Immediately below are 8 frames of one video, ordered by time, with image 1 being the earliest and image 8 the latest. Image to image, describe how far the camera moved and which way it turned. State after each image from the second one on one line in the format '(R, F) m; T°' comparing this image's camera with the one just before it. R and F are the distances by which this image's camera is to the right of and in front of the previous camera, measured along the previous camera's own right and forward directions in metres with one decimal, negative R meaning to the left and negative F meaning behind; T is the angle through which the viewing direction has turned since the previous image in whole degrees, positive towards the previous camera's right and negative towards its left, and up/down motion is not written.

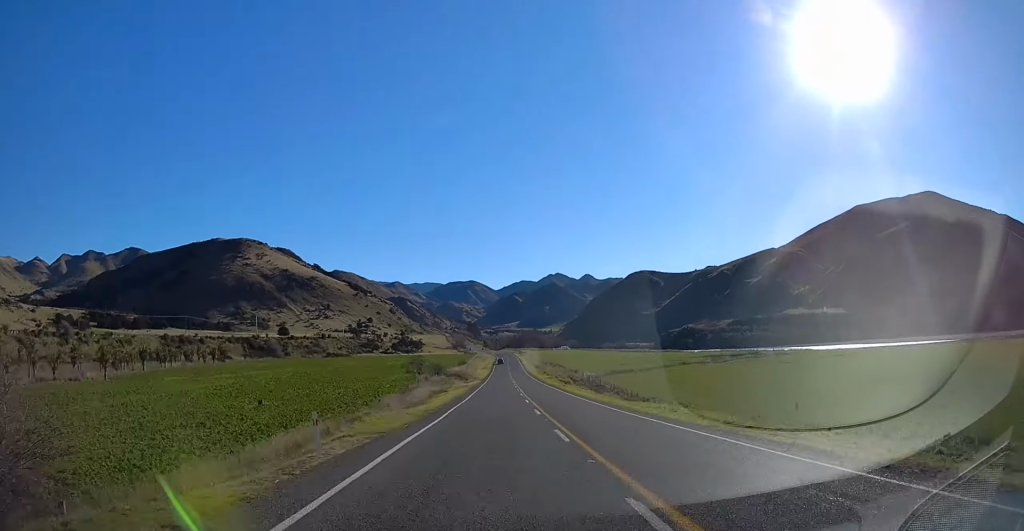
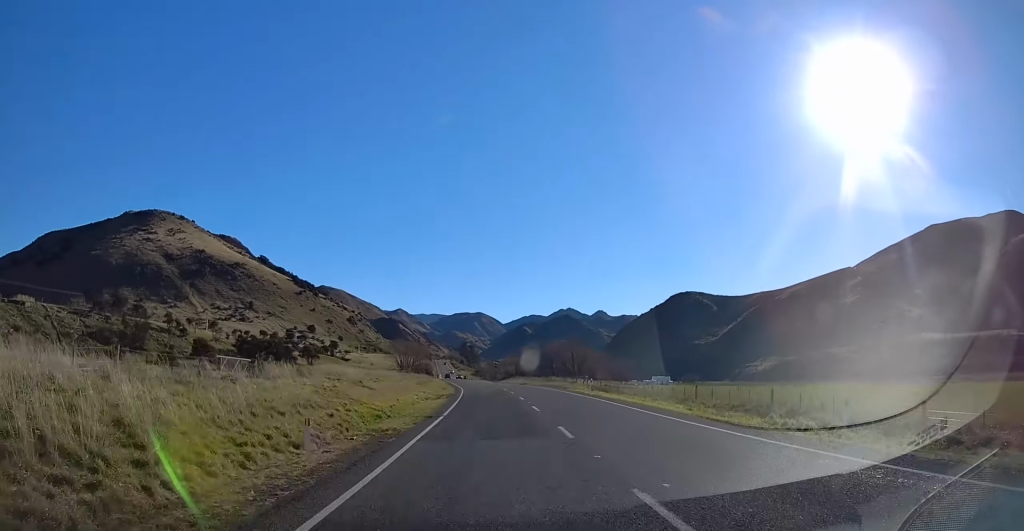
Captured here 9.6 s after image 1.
(+4.9, +258.7) m; -1°
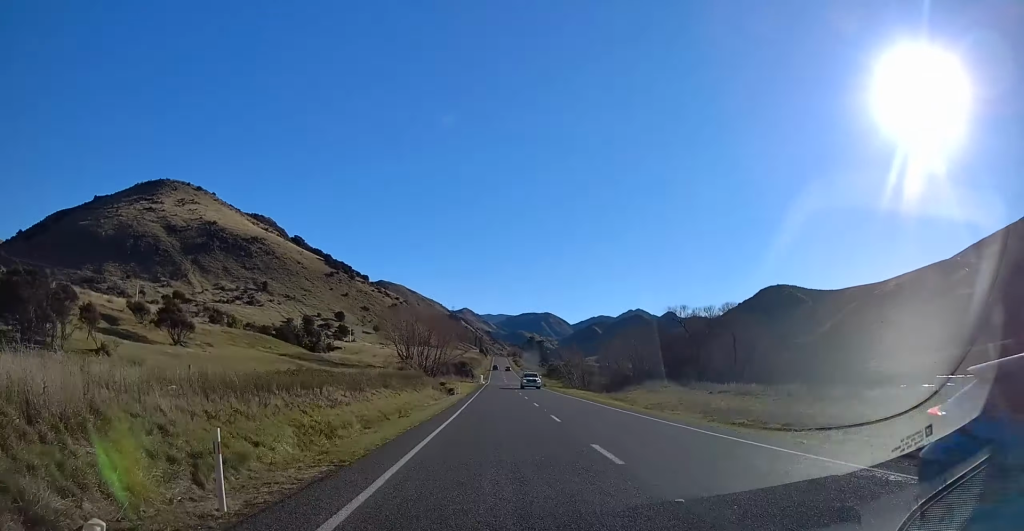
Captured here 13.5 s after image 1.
(-3.3, +103.8) m; -3°
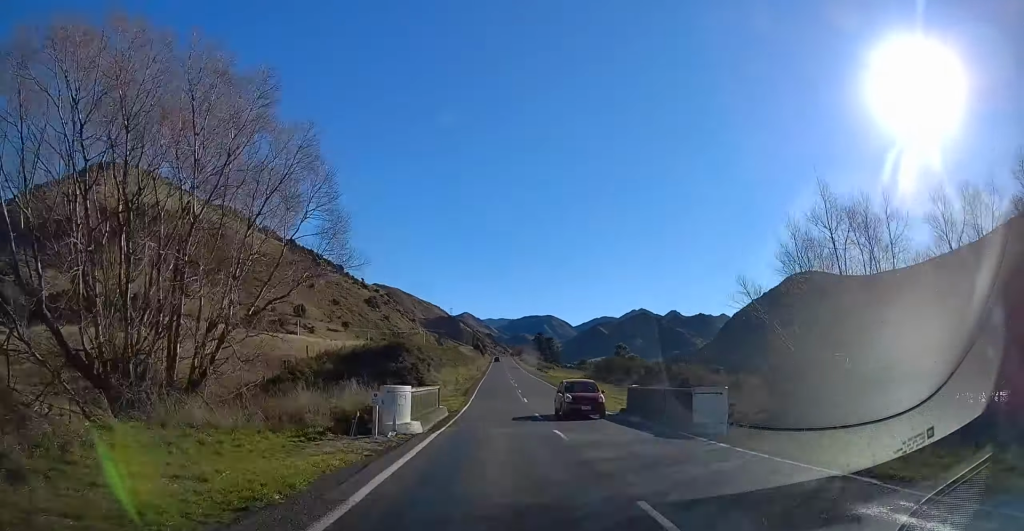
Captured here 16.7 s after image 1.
(-1.8, +85.9) m; -1°
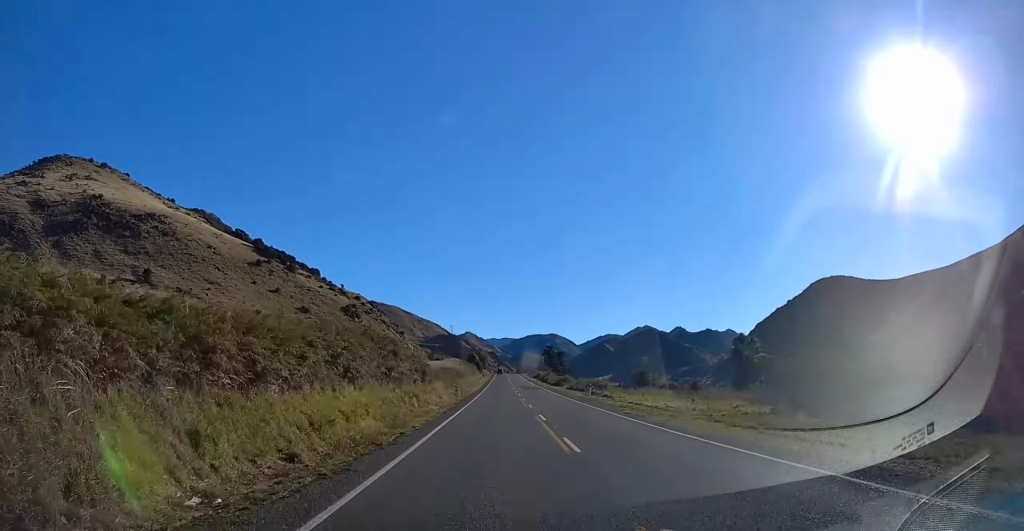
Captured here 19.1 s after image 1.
(-0.2, +64.4) m; 0°
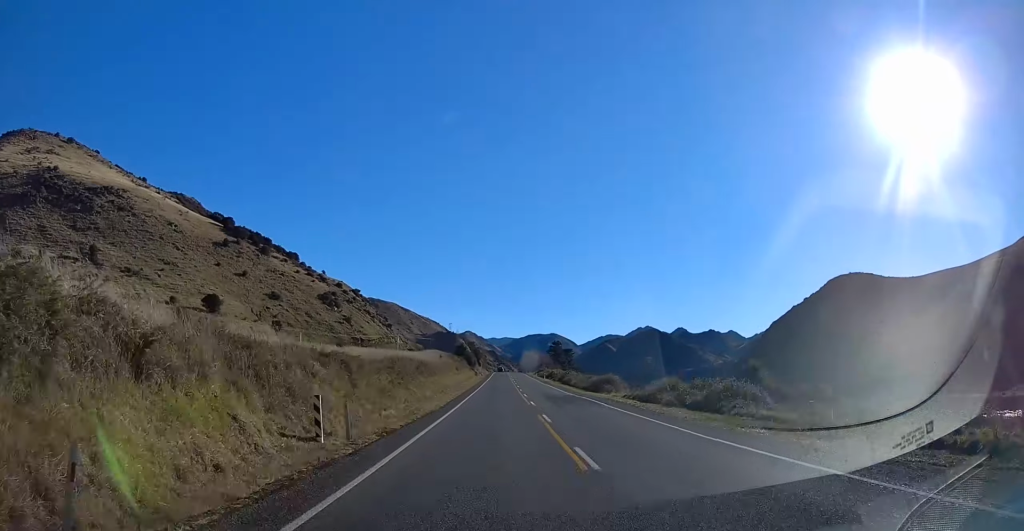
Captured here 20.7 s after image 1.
(+0.1, +42.9) m; 0°
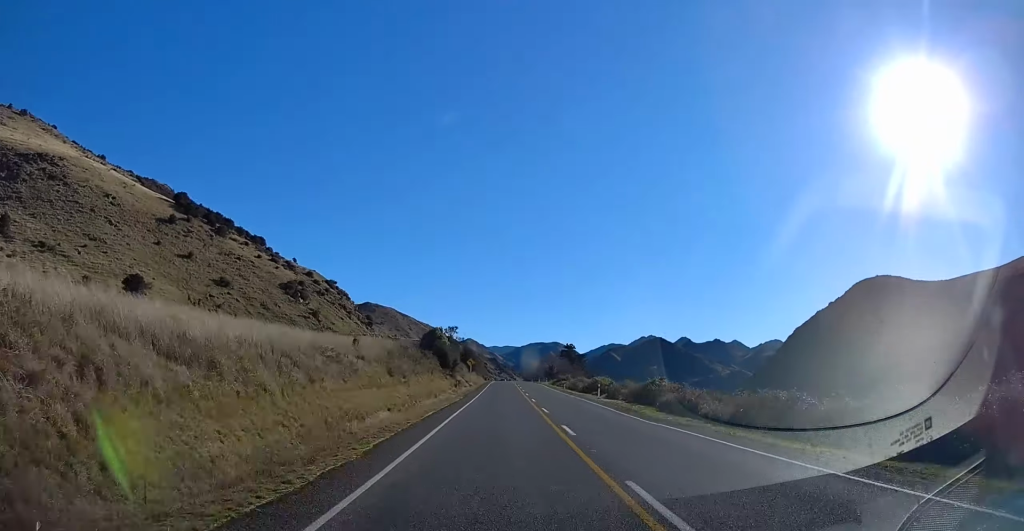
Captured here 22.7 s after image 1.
(-0.2, +53.5) m; 0°
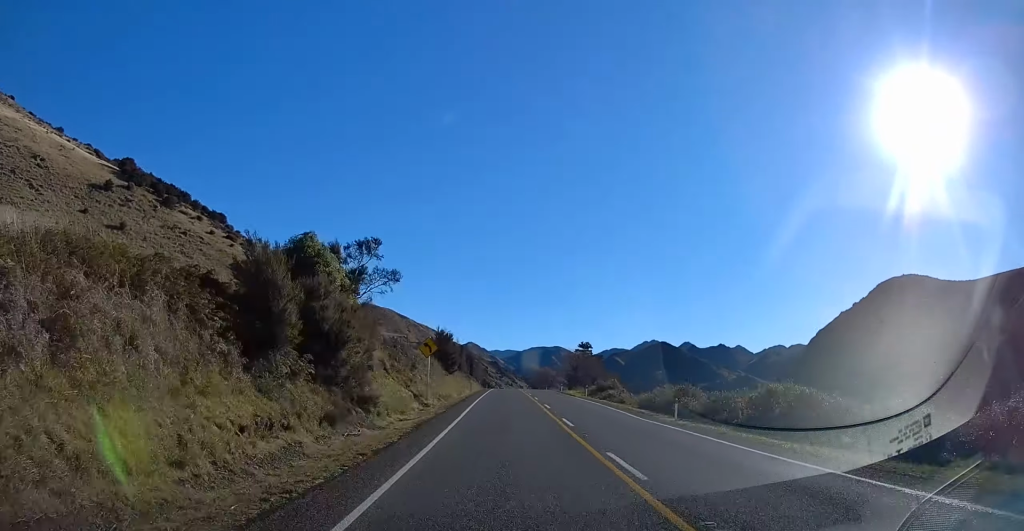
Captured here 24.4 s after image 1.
(-0.3, +46.4) m; 0°
